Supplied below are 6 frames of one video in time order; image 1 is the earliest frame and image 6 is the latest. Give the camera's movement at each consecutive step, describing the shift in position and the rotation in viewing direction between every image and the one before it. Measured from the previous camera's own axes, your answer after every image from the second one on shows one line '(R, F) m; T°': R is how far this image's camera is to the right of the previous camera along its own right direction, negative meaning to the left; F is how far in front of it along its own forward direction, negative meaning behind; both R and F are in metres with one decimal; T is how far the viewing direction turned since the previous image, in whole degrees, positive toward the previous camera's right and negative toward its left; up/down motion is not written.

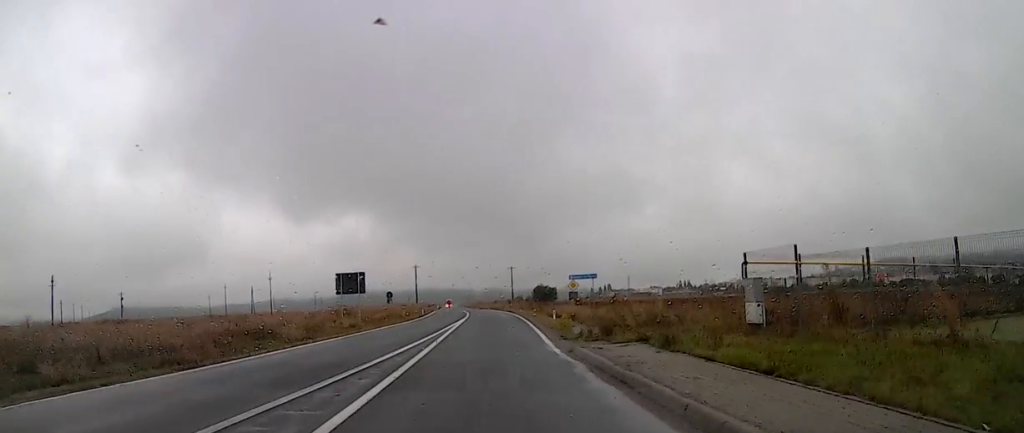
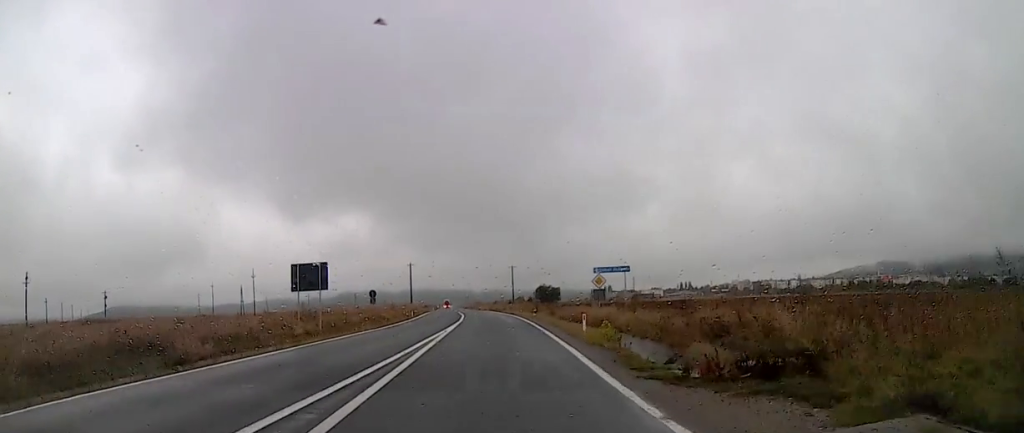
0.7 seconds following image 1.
(+0.2, +10.5) m; 0°
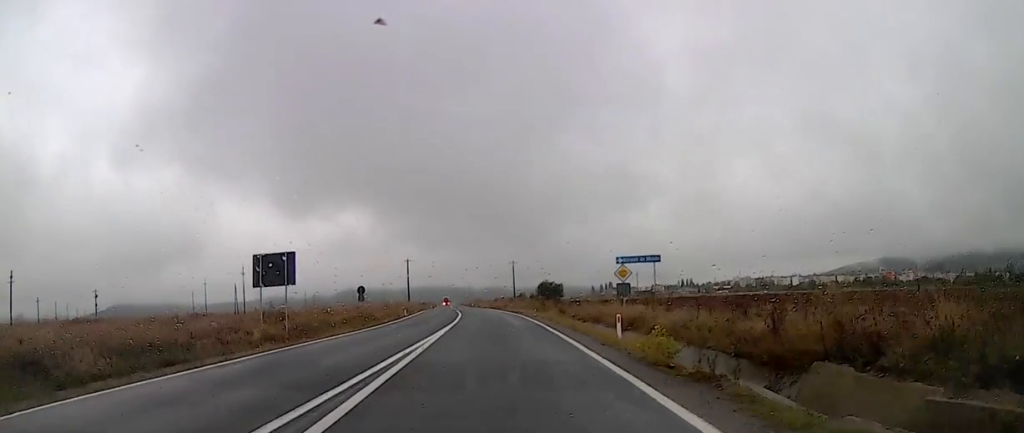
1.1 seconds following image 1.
(-0.5, +6.0) m; 0°
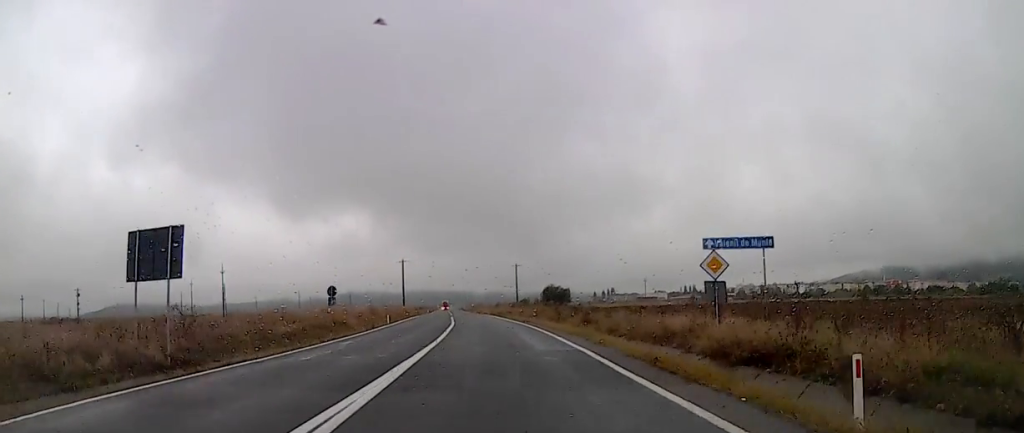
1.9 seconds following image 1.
(+0.1, +12.1) m; 0°
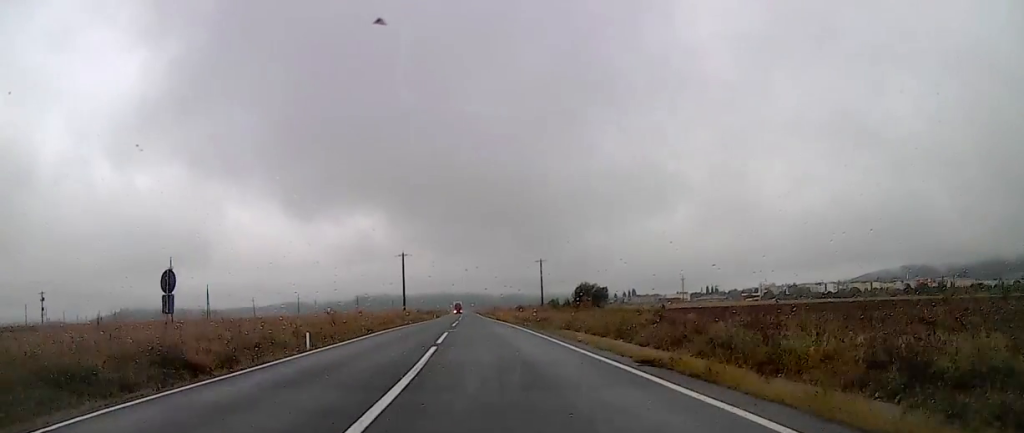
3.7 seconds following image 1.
(-1.2, +27.6) m; -6°
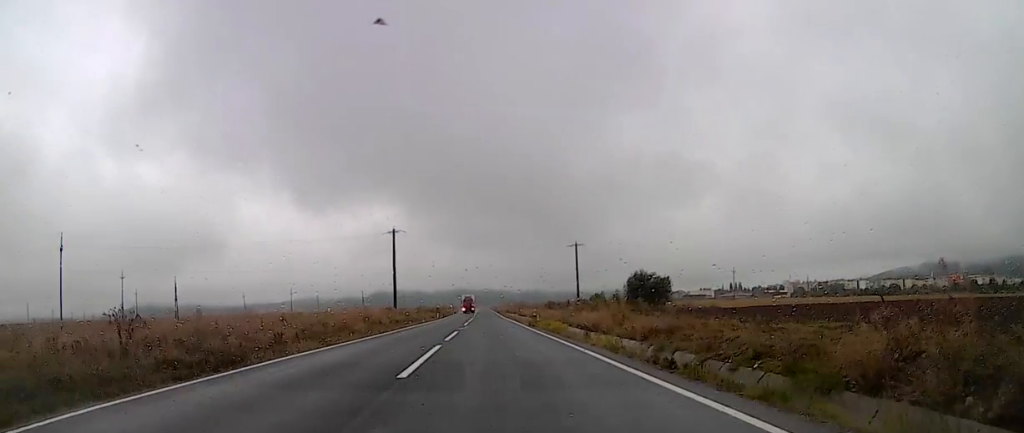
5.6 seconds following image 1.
(+1.4, +32.2) m; +2°
